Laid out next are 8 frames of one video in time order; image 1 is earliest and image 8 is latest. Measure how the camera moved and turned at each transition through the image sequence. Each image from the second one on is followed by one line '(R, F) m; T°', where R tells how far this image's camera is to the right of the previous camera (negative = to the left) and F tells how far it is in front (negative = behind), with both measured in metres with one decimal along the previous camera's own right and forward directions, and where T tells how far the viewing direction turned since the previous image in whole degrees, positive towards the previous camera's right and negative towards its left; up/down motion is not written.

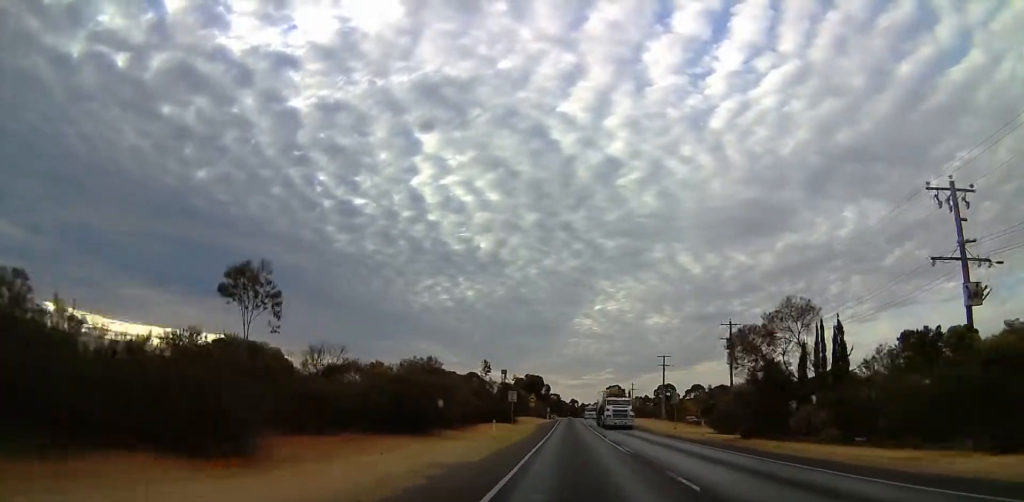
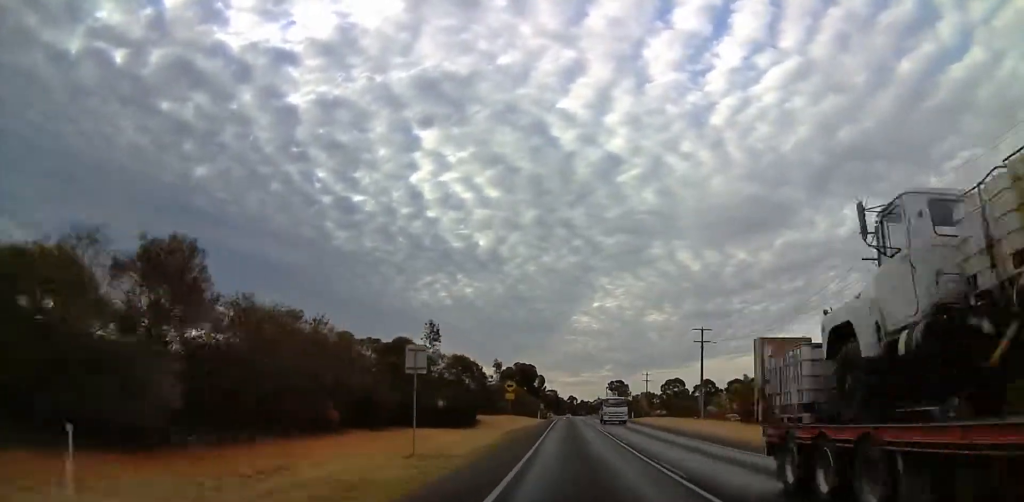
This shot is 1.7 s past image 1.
(+1.1, +33.2) m; +3°
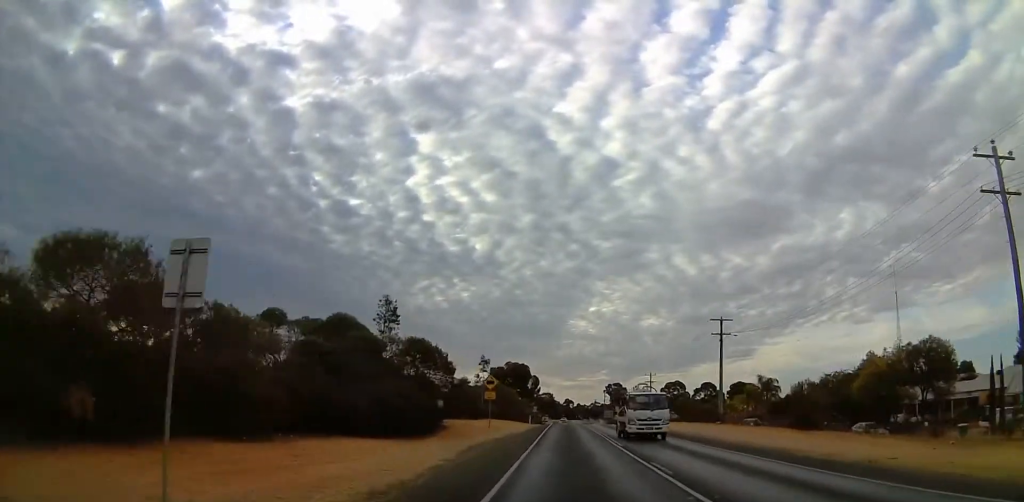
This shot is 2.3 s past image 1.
(+0.2, +12.1) m; 0°
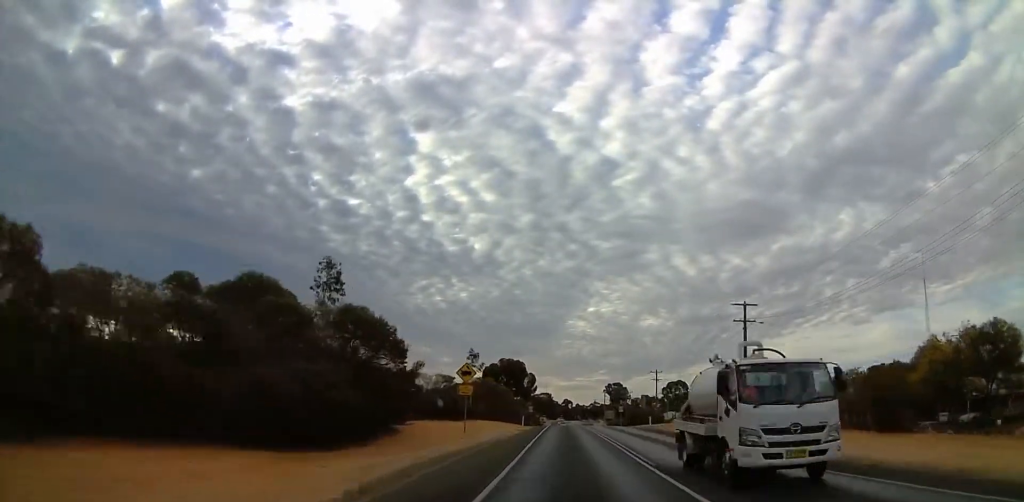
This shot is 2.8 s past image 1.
(-0.1, +9.9) m; 0°
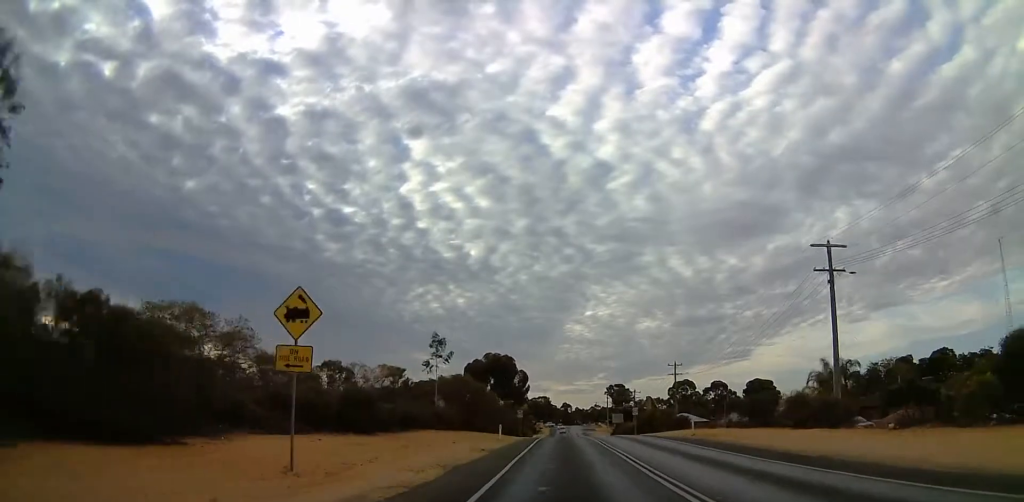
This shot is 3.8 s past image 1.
(-0.2, +21.0) m; -1°
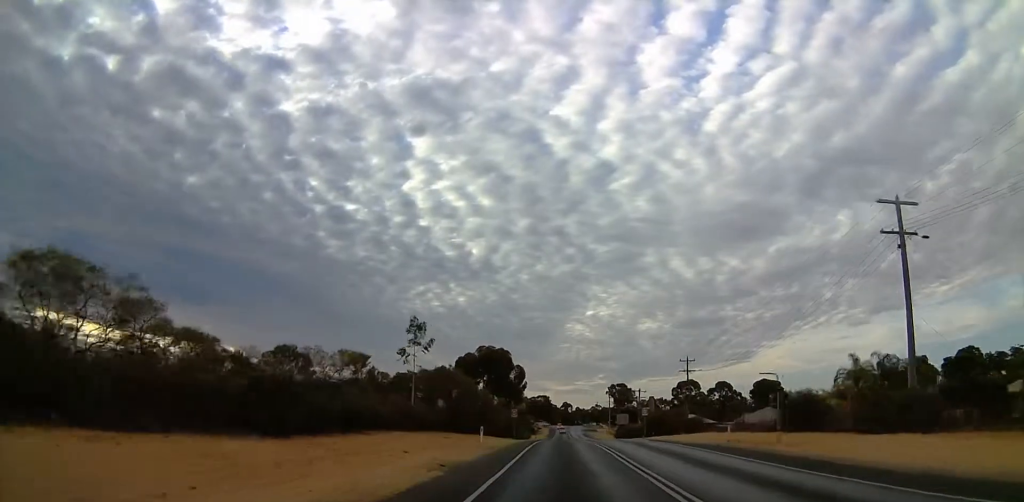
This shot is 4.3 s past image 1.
(0.0, +9.1) m; 0°
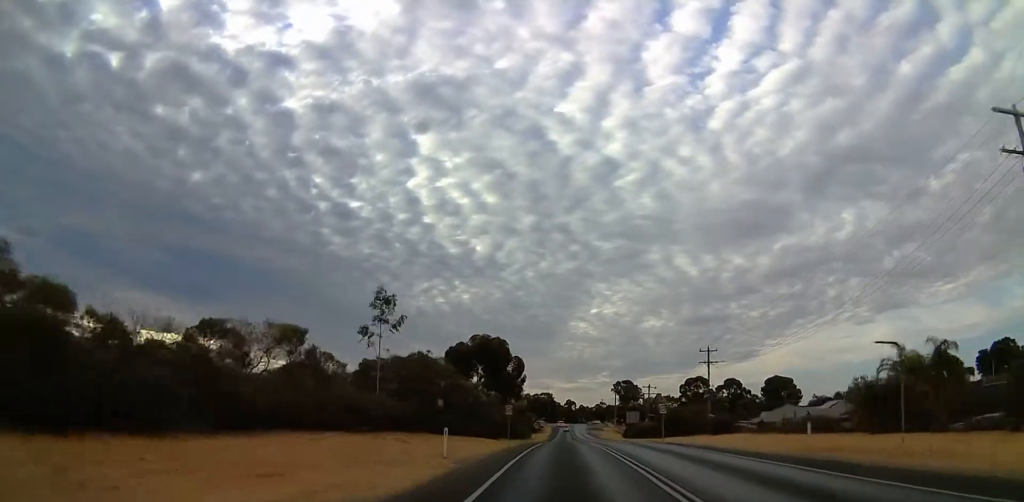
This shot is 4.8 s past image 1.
(0.0, +10.2) m; 0°
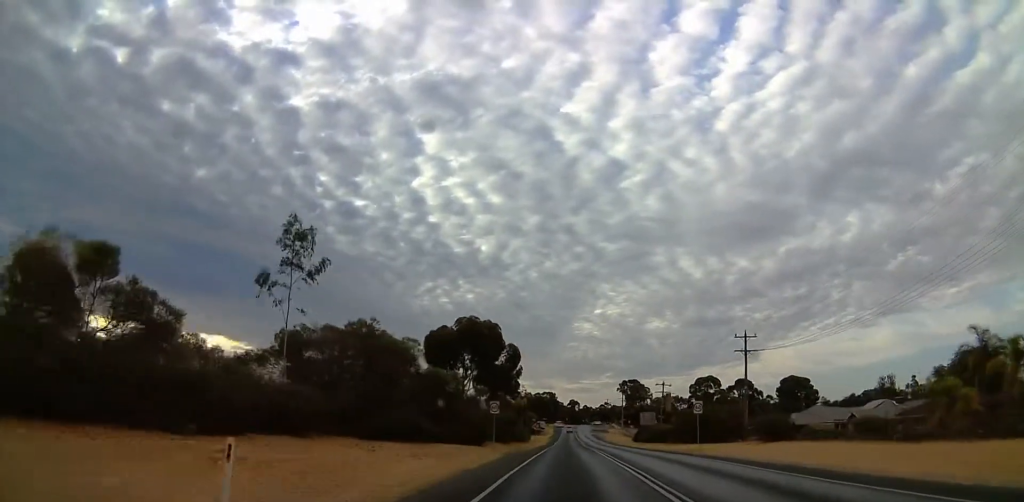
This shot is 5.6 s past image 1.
(0.0, +14.0) m; -1°
